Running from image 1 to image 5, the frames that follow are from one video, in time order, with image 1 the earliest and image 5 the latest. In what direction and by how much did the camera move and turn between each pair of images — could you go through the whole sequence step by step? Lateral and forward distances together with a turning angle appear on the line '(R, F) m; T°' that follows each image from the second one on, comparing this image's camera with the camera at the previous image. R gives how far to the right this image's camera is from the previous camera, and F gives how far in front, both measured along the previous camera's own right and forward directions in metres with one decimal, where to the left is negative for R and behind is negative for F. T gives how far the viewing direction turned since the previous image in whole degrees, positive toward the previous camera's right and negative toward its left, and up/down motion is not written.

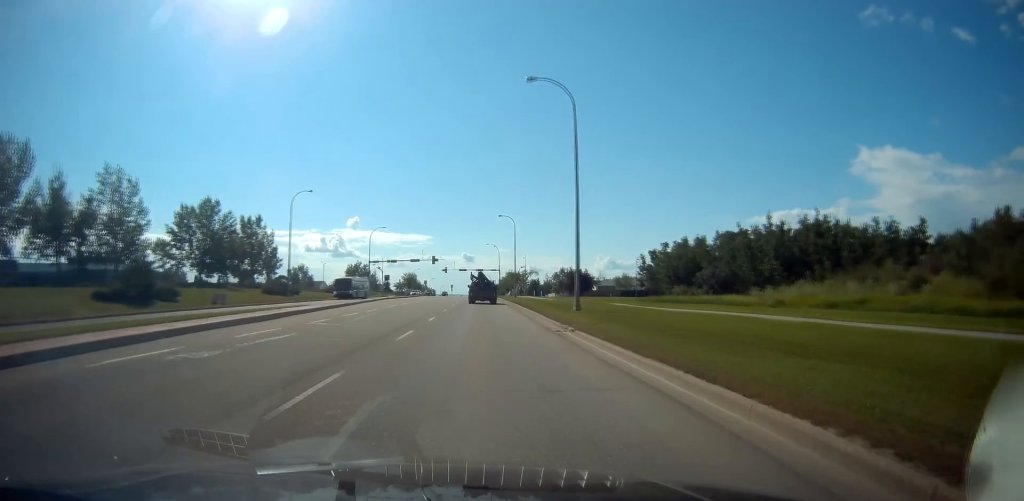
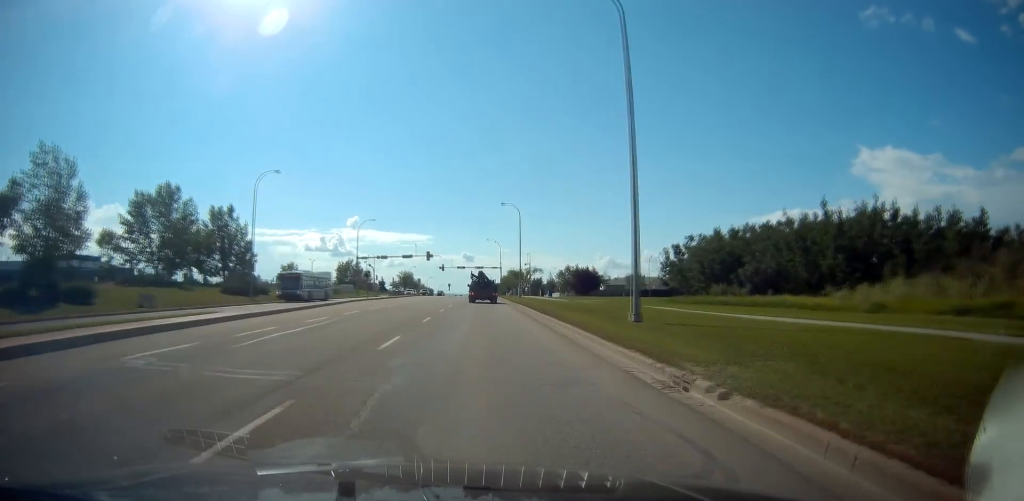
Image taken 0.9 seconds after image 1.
(+0.1, +11.3) m; -1°
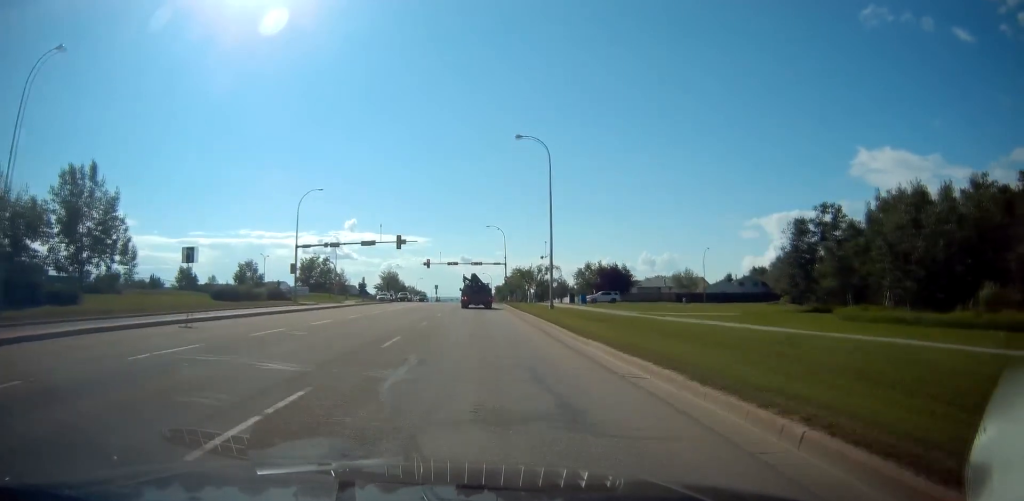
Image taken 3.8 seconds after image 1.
(-0.8, +33.8) m; -1°
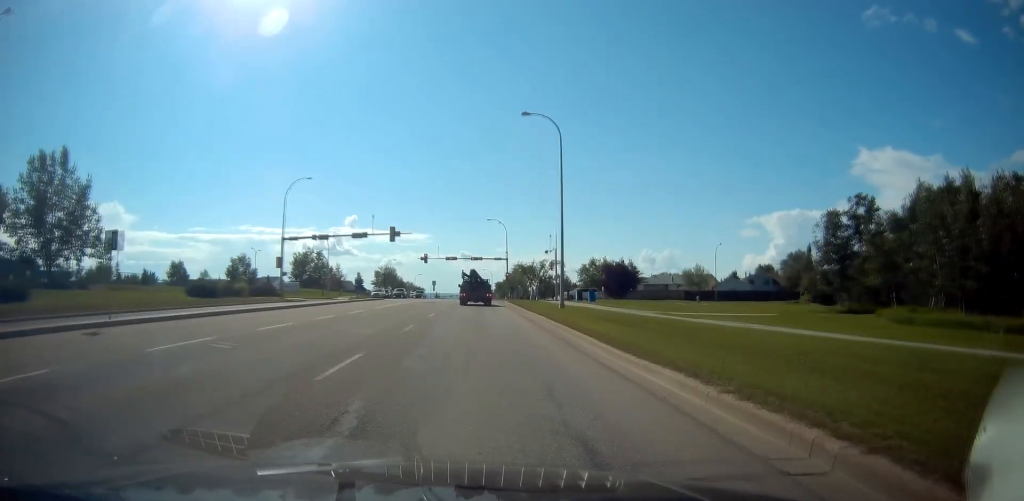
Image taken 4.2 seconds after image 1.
(0.0, +5.0) m; 0°
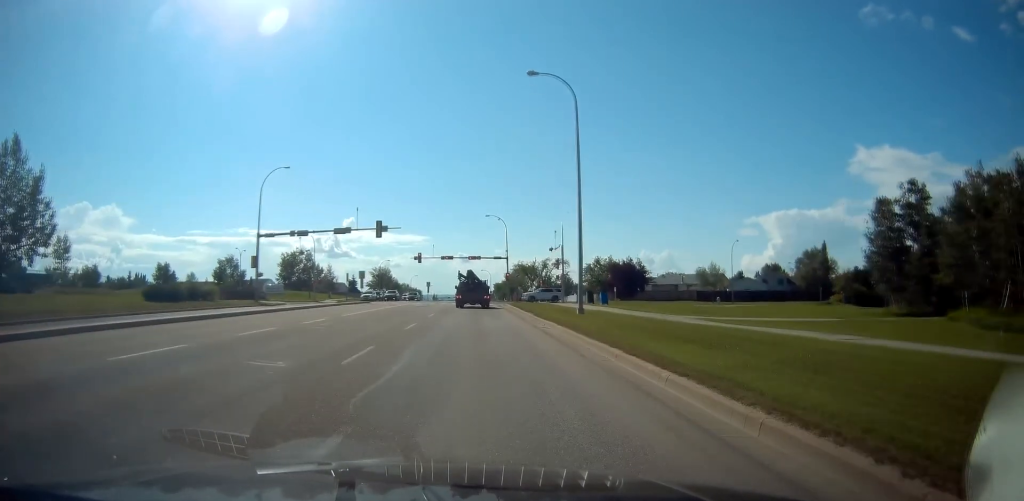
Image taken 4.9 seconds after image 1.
(0.0, +6.8) m; 0°
